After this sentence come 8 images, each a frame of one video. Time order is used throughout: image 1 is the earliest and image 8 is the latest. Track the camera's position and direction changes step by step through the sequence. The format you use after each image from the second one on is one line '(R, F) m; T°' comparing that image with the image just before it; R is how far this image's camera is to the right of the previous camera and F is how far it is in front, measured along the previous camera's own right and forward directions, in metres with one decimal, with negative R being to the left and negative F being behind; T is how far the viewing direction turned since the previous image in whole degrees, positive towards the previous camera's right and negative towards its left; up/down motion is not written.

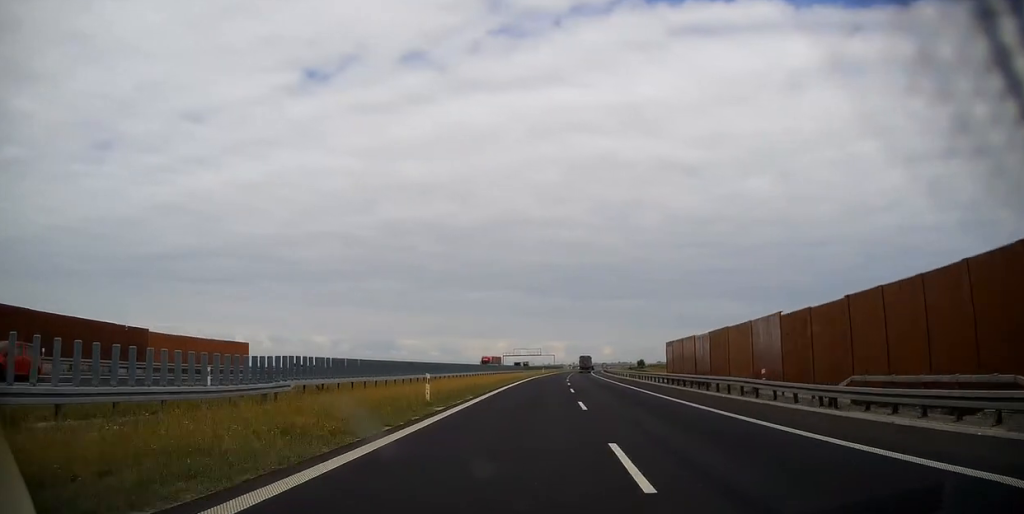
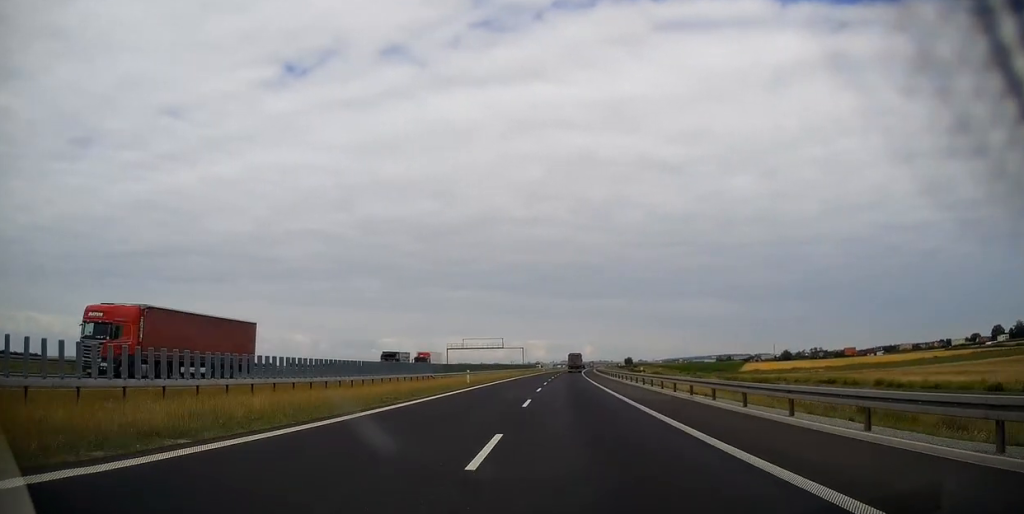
(+1.7, +71.1) m; +2°
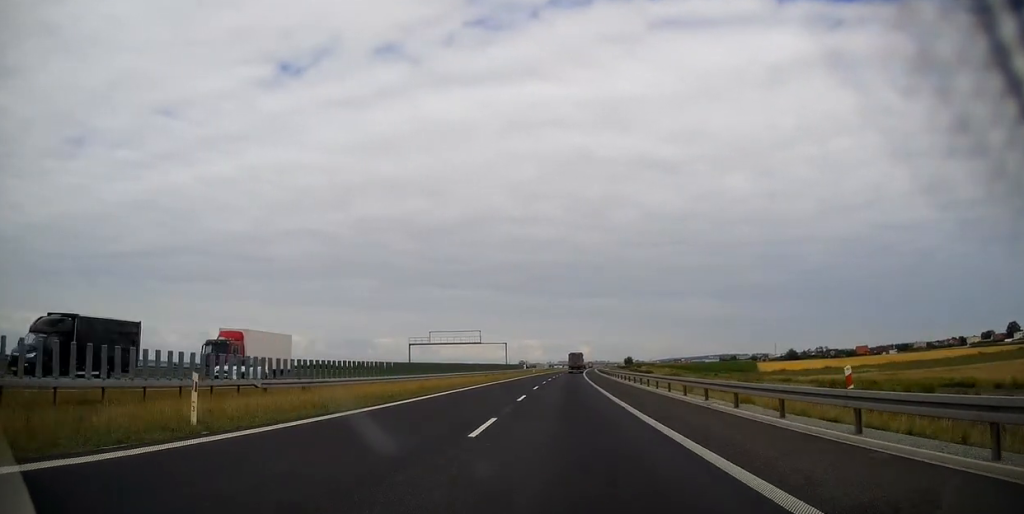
(+0.1, +32.5) m; 0°
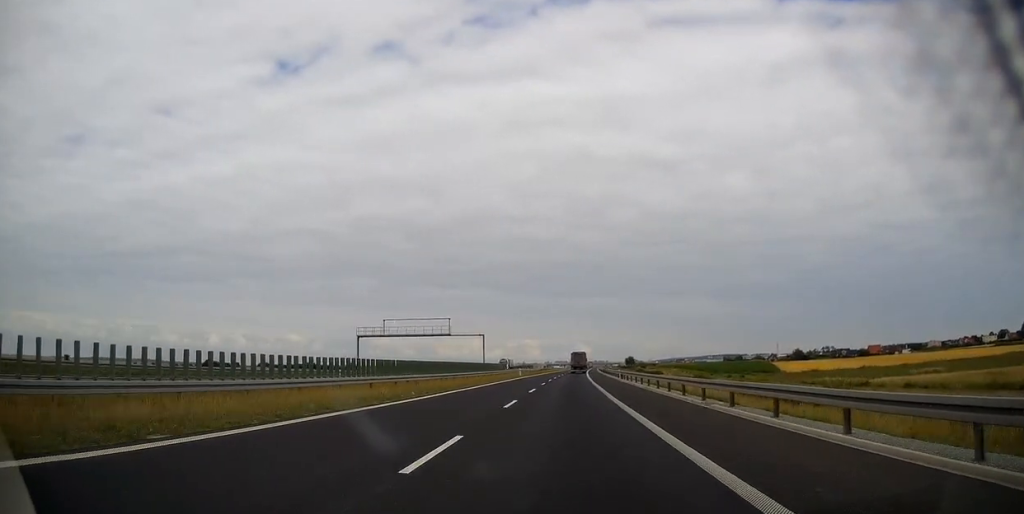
(+0.1, +27.9) m; 0°
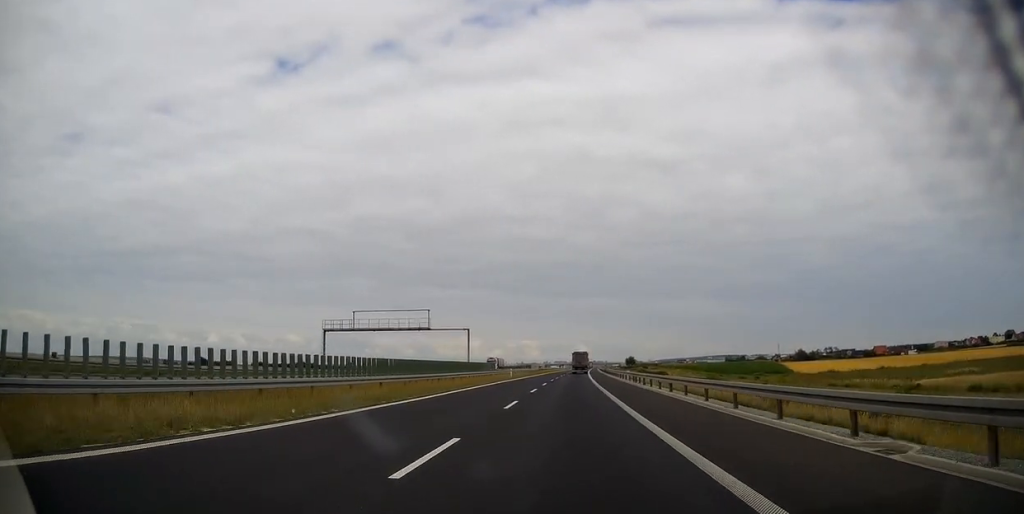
(0.0, +12.4) m; 0°
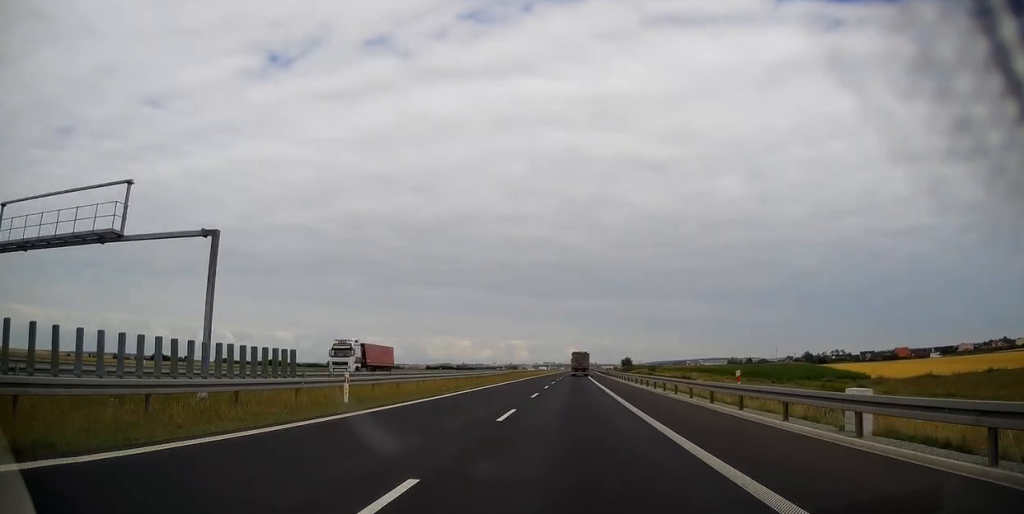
(+0.3, +51.9) m; +1°
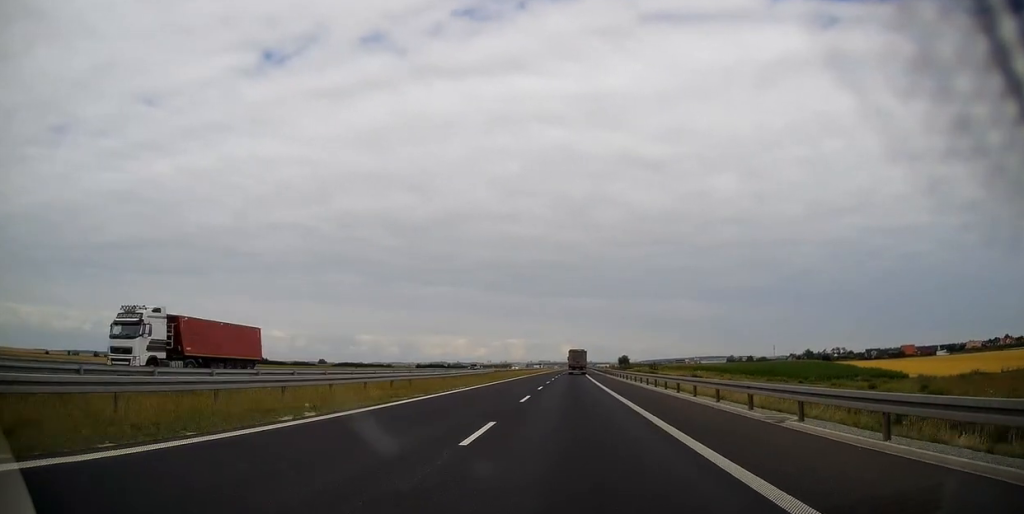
(-0.1, +17.1) m; 0°
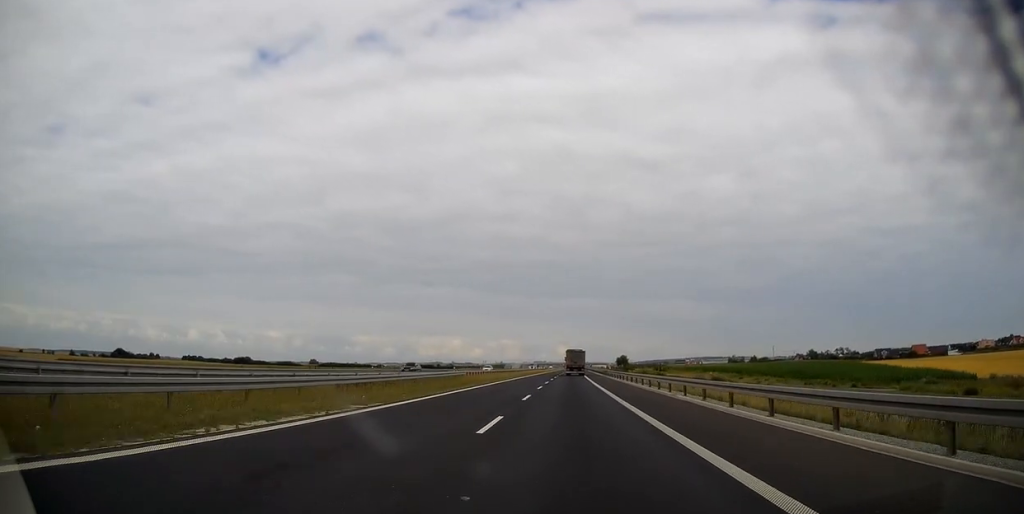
(+0.2, +22.0) m; +1°
